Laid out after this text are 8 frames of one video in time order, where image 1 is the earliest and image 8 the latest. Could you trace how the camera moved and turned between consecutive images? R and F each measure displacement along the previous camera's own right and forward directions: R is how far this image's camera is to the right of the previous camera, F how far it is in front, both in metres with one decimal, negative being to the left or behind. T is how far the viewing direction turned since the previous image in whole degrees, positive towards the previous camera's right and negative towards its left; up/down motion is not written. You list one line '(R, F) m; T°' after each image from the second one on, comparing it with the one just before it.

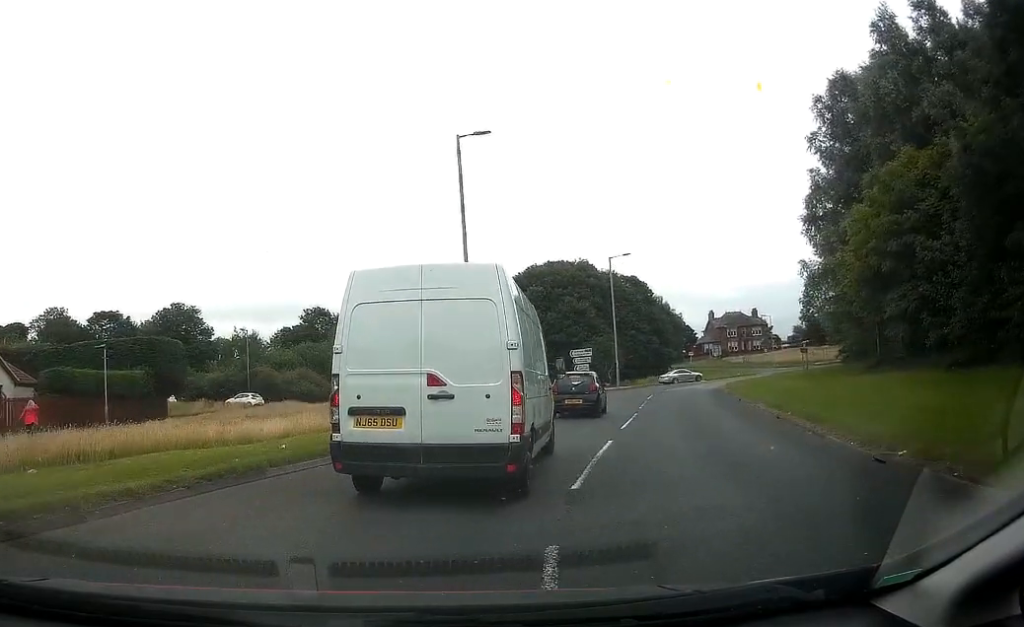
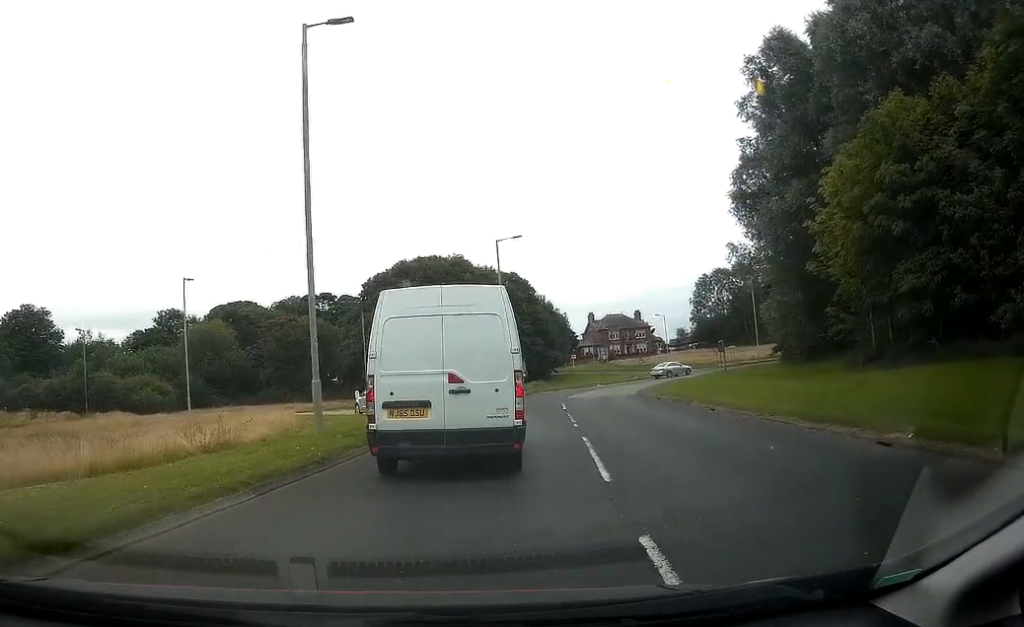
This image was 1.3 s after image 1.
(+0.9, +9.2) m; +8°
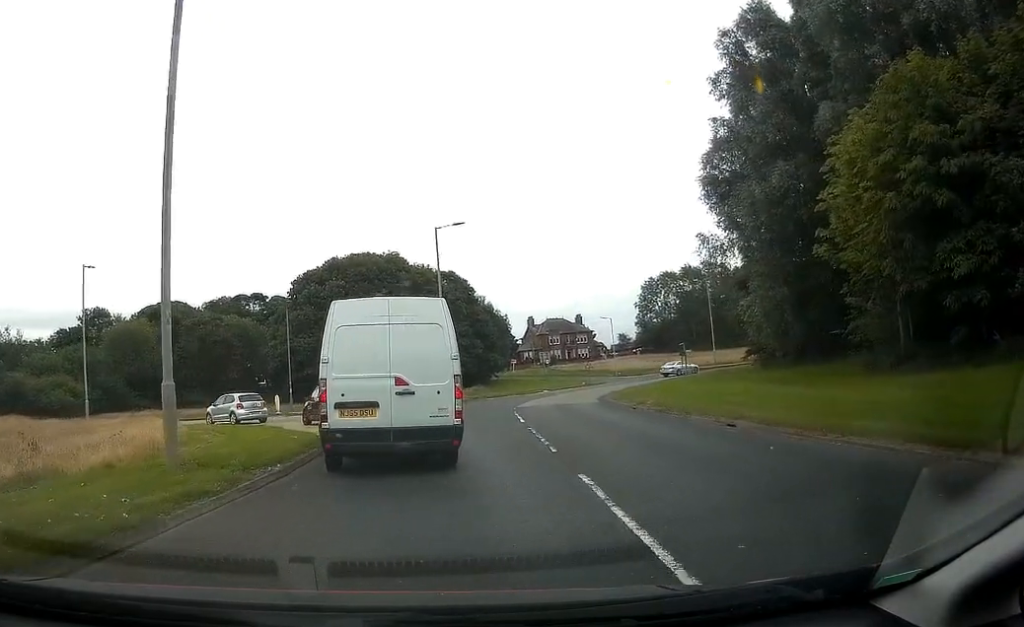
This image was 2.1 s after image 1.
(+0.2, +5.6) m; +1°
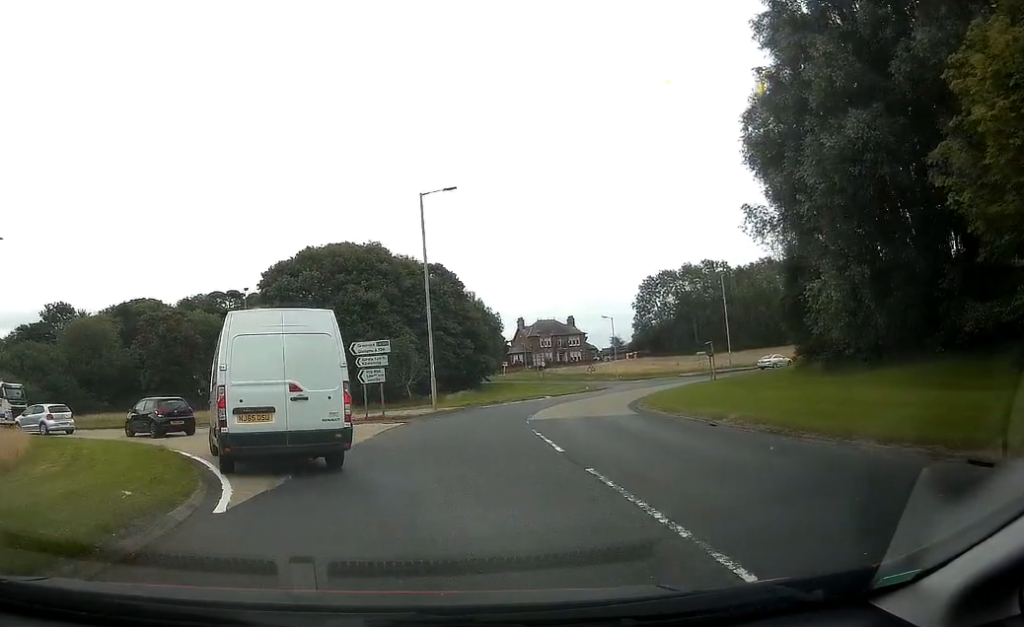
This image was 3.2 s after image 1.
(-0.2, +7.9) m; -3°
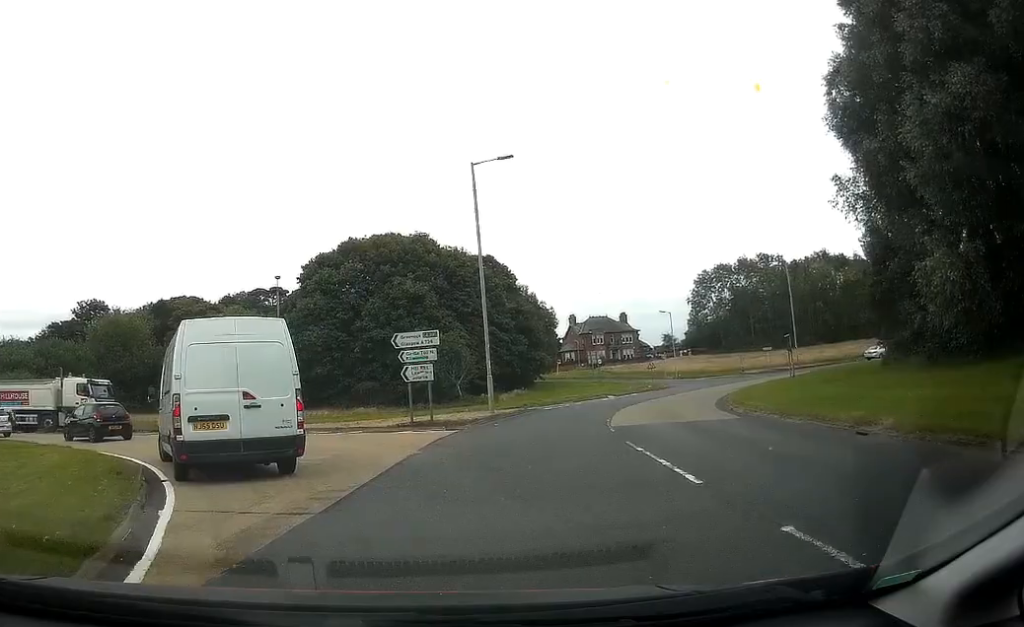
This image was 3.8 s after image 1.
(+0.1, +4.3) m; -4°
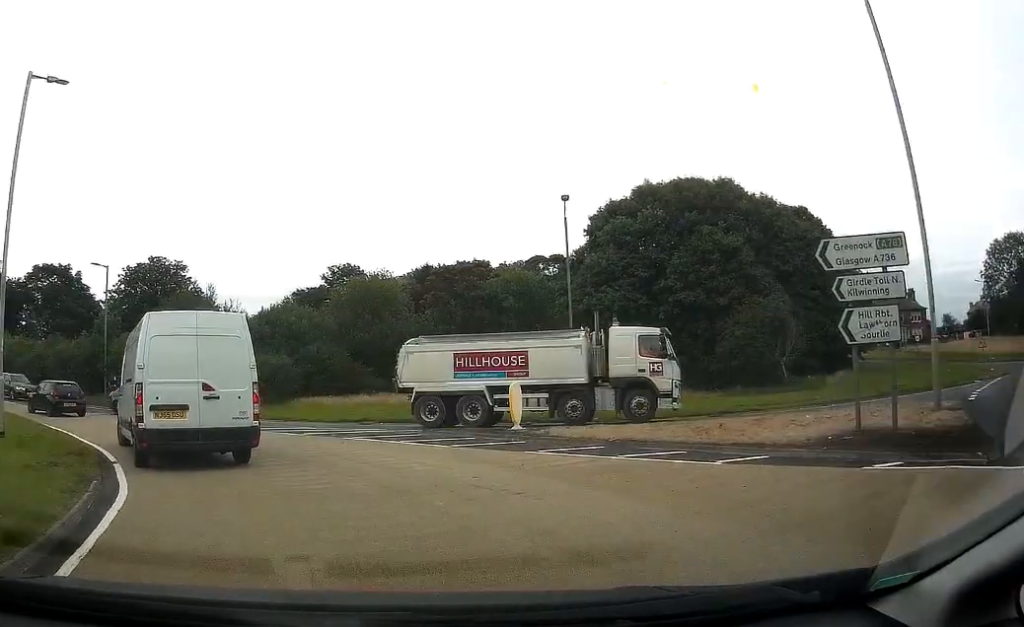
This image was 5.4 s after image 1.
(-1.9, +11.1) m; -20°
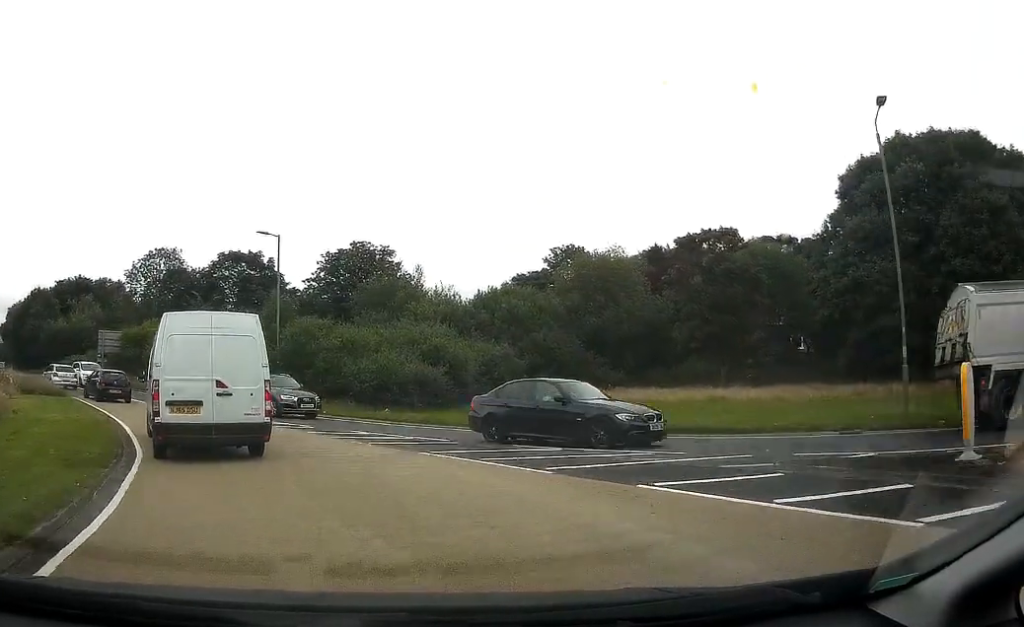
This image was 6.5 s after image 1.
(-1.1, +8.2) m; -14°
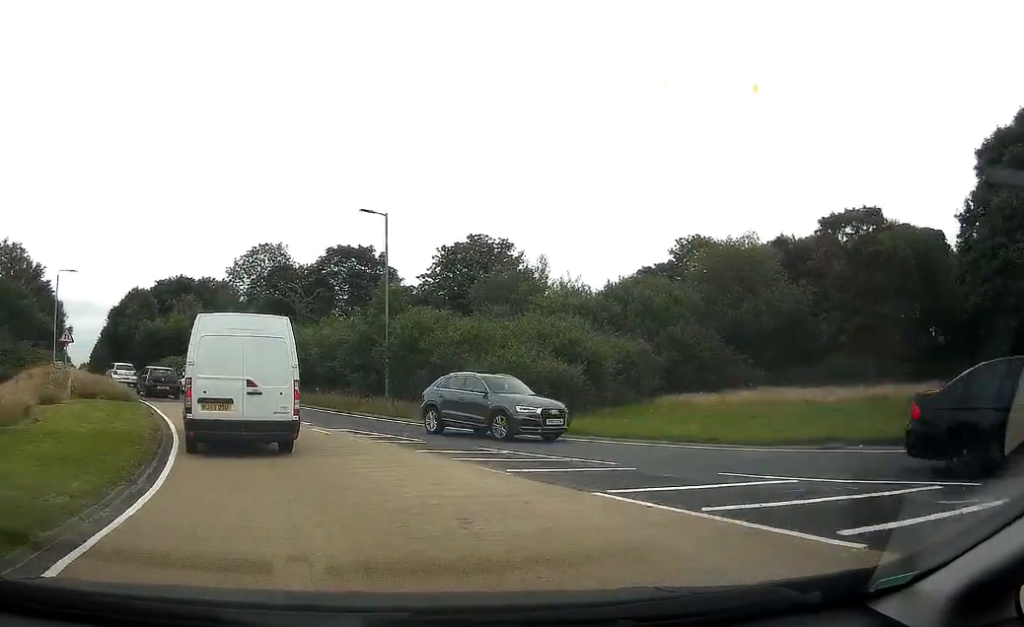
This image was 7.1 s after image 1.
(-0.3, +5.1) m; -6°
